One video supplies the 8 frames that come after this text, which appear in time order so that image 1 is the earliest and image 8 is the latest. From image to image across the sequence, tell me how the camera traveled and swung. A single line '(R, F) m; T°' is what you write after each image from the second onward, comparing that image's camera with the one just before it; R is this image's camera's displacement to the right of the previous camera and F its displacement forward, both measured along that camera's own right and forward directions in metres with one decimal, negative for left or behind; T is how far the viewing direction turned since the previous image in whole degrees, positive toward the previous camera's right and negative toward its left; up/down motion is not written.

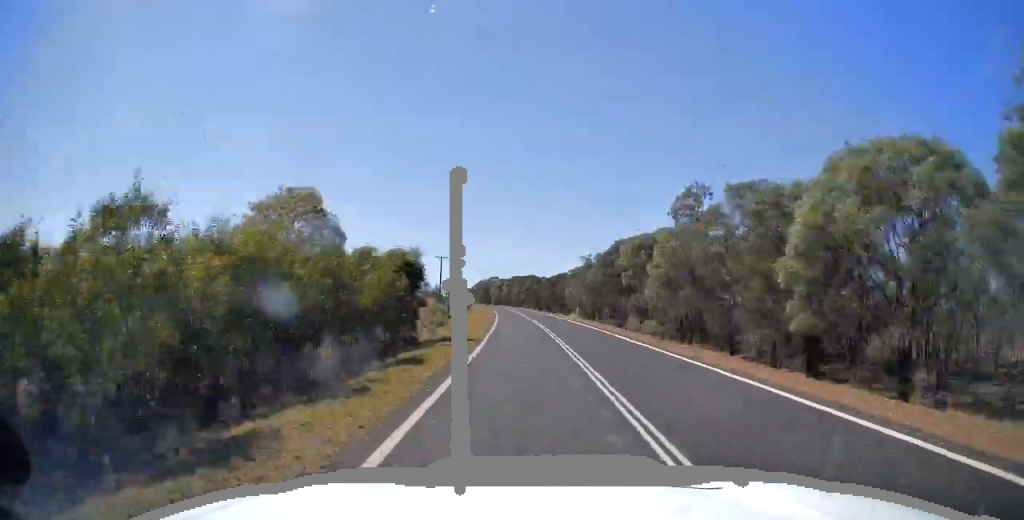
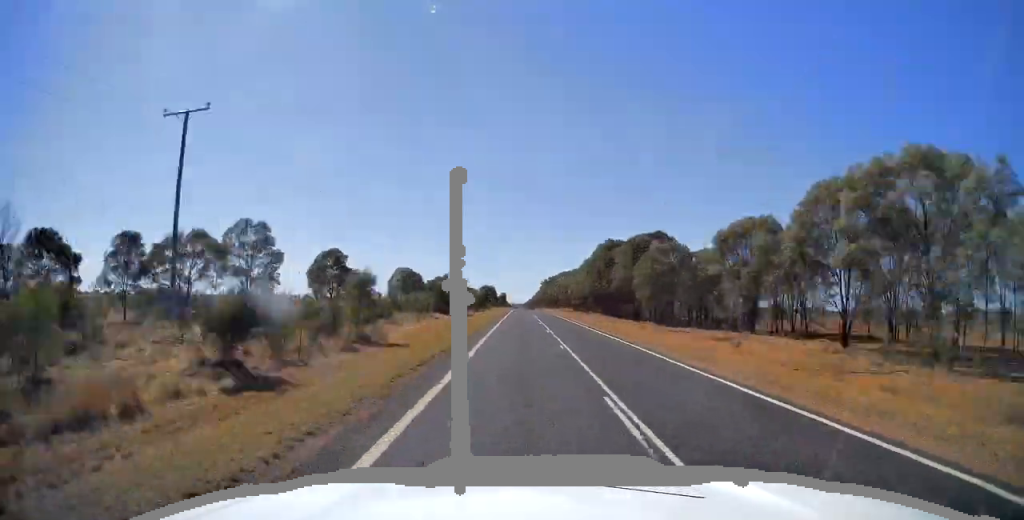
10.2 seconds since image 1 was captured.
(-30.7, +320.5) m; -7°
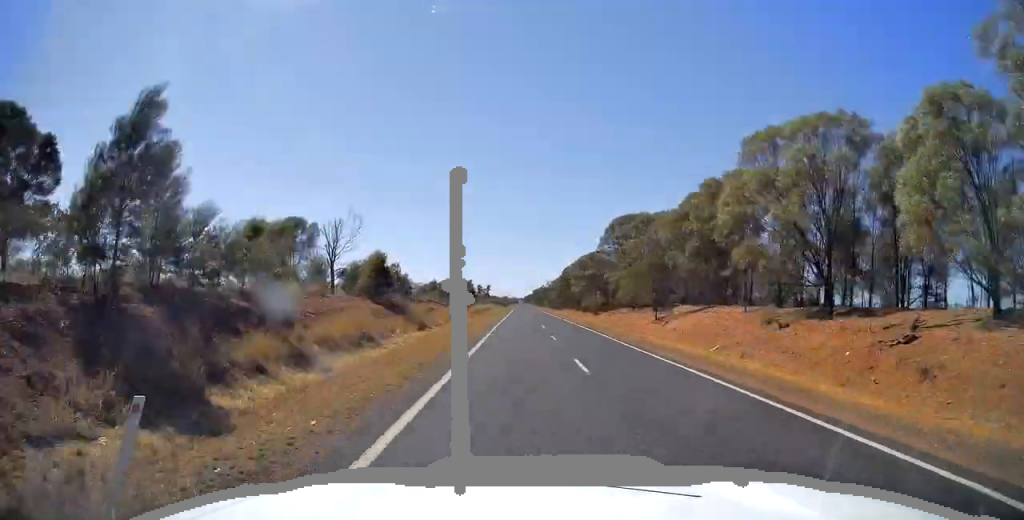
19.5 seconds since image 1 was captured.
(-4.7, +292.3) m; -1°
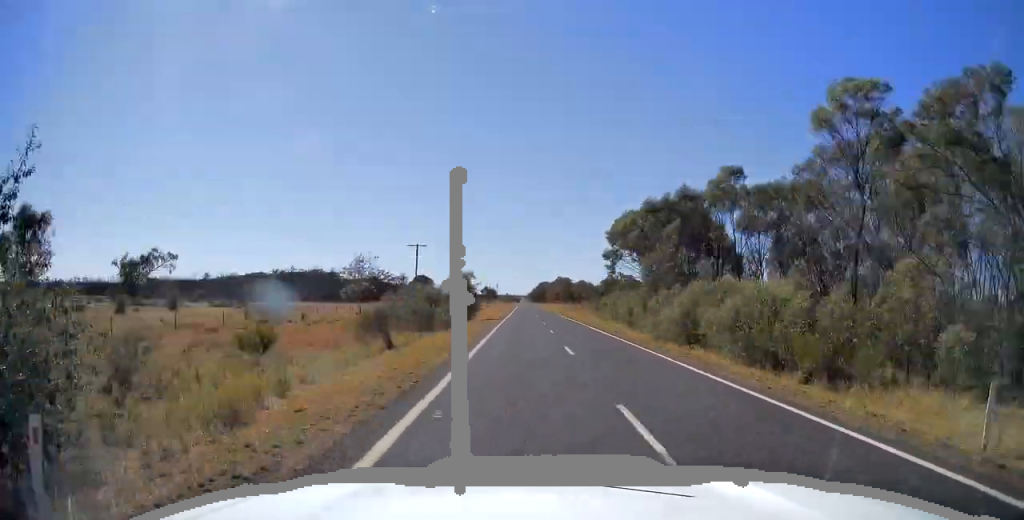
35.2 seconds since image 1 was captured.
(+0.5, +494.8) m; 0°
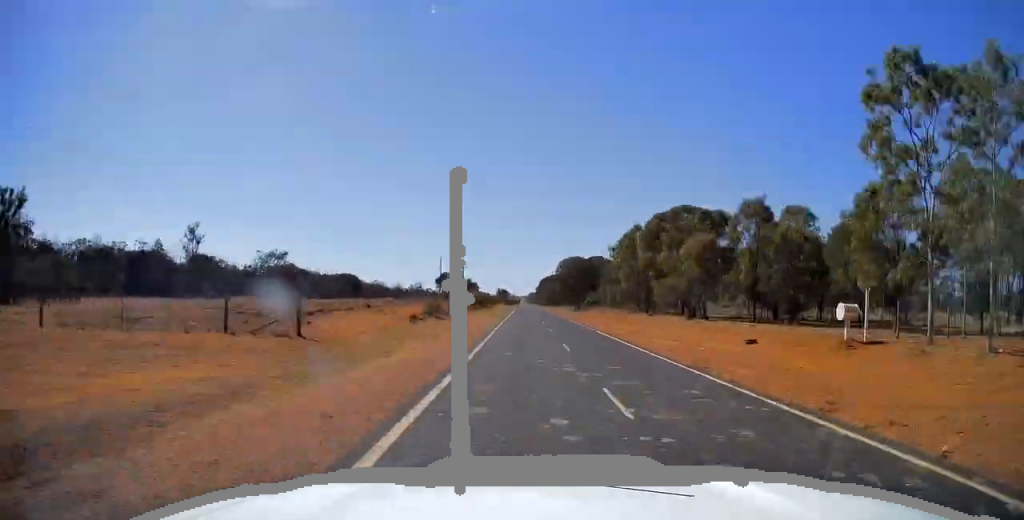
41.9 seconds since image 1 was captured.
(+0.2, +211.9) m; 0°
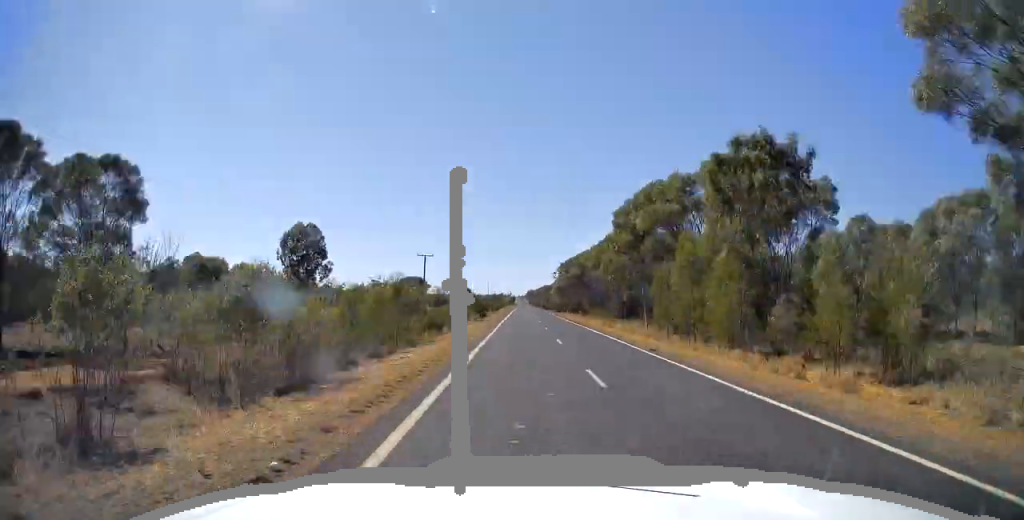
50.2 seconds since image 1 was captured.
(+0.5, +261.5) m; 0°
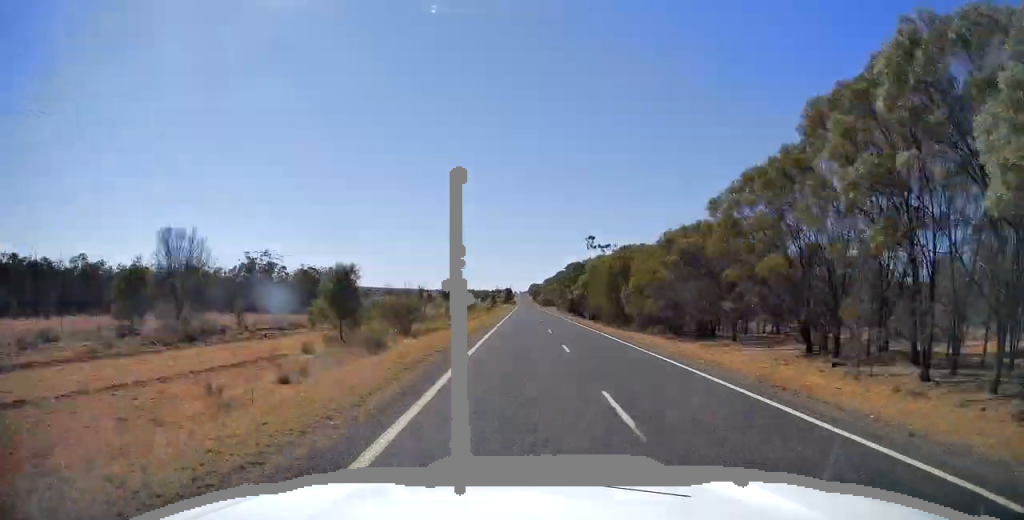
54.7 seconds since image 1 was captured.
(+0.2, +140.4) m; 0°
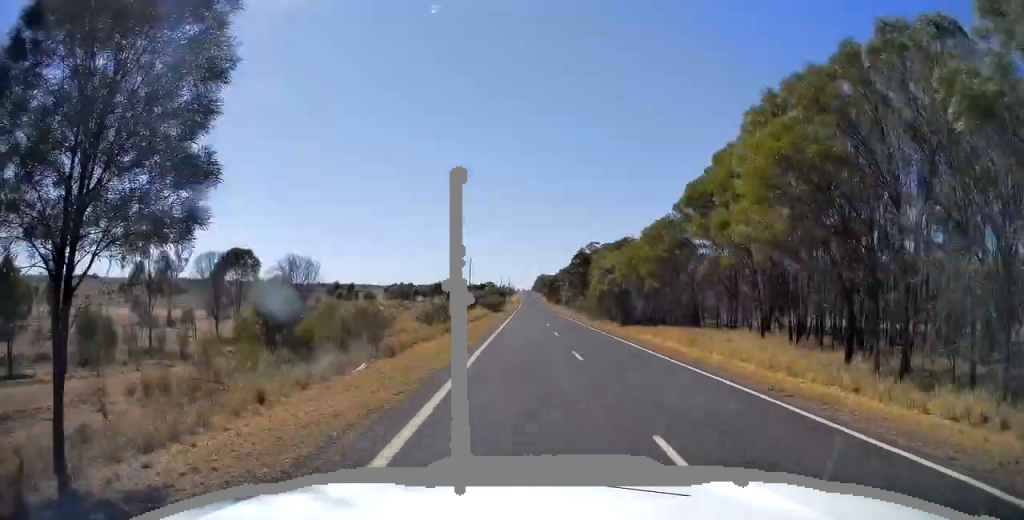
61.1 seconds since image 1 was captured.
(-0.4, +199.1) m; 0°
